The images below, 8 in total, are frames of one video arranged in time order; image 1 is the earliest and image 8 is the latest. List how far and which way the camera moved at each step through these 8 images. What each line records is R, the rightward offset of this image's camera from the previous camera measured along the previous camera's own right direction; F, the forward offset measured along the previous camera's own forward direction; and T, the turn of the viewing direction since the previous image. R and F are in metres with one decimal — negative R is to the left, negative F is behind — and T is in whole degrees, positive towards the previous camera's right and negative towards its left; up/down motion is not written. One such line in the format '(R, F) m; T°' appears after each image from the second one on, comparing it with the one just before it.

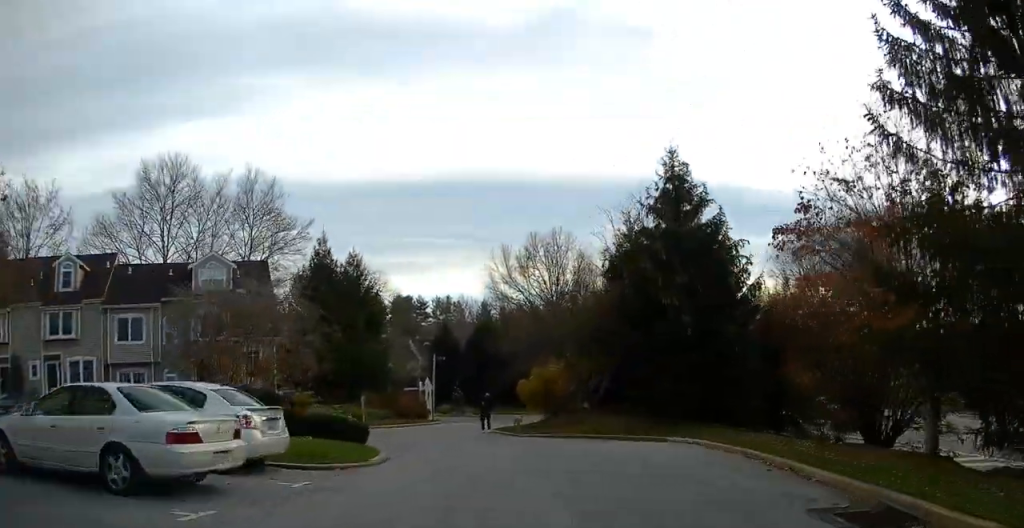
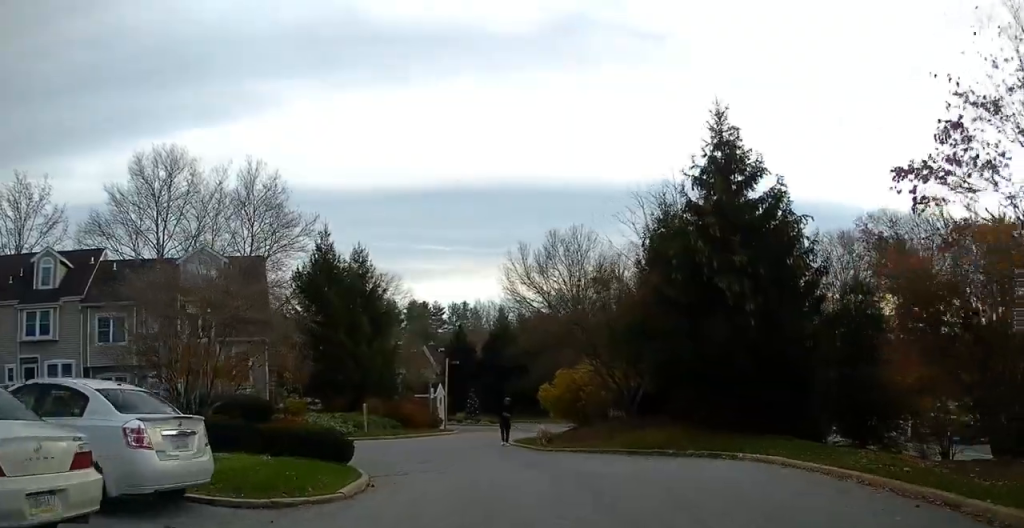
(-0.2, +4.0) m; -4°
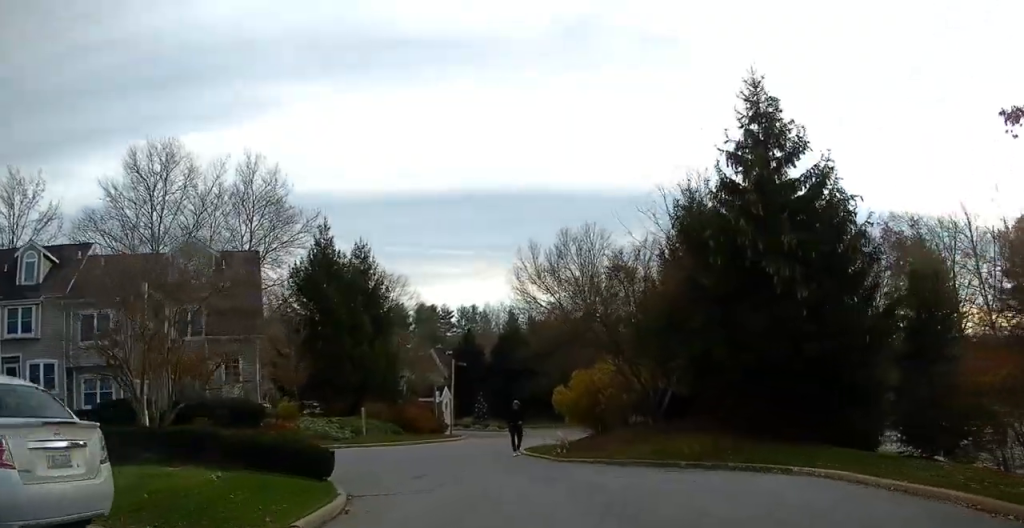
(0.0, +2.7) m; -3°
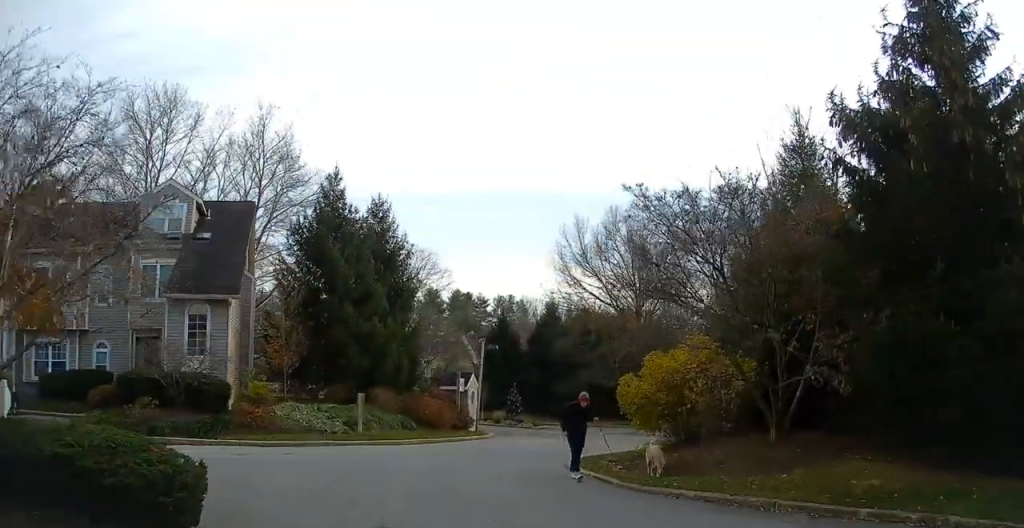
(-0.5, +7.5) m; -3°
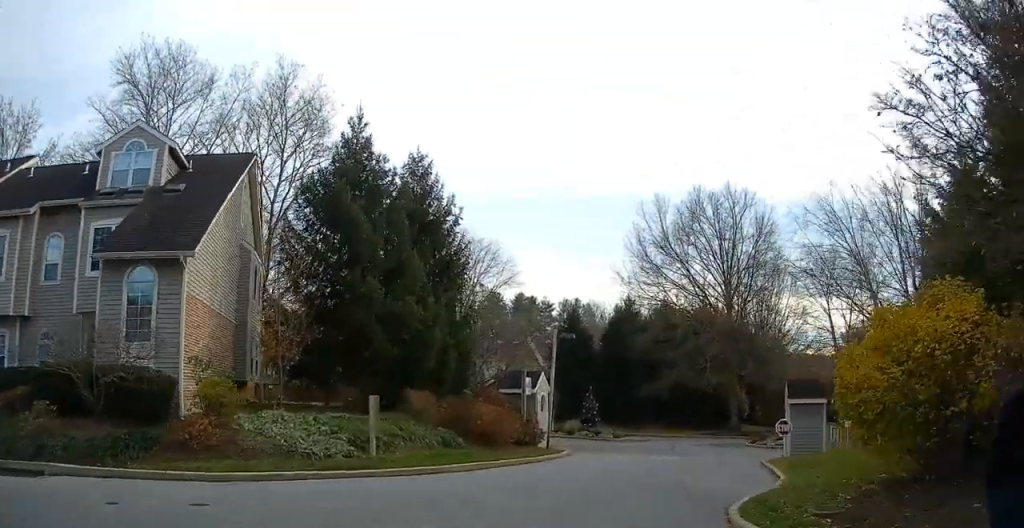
(-0.1, +8.4) m; 0°
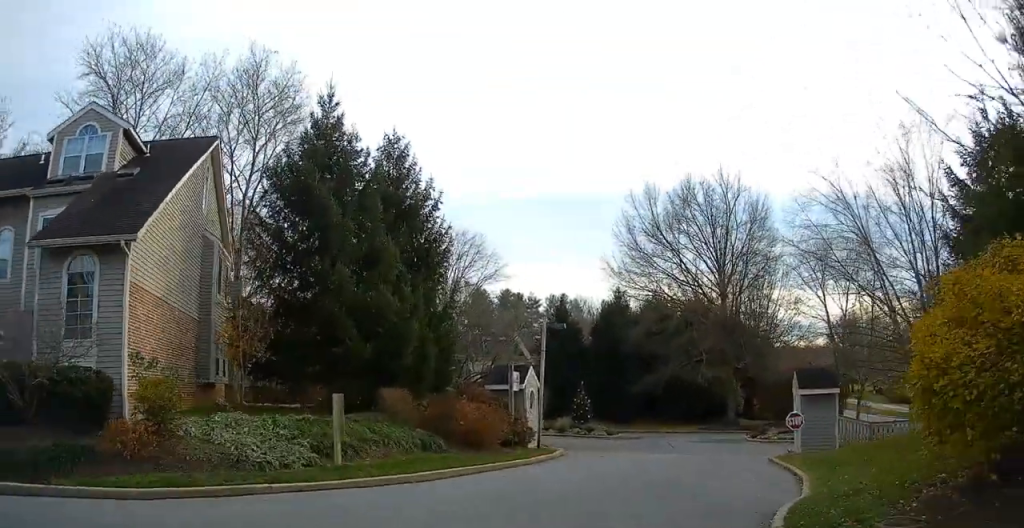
(+0.1, +2.0) m; +1°
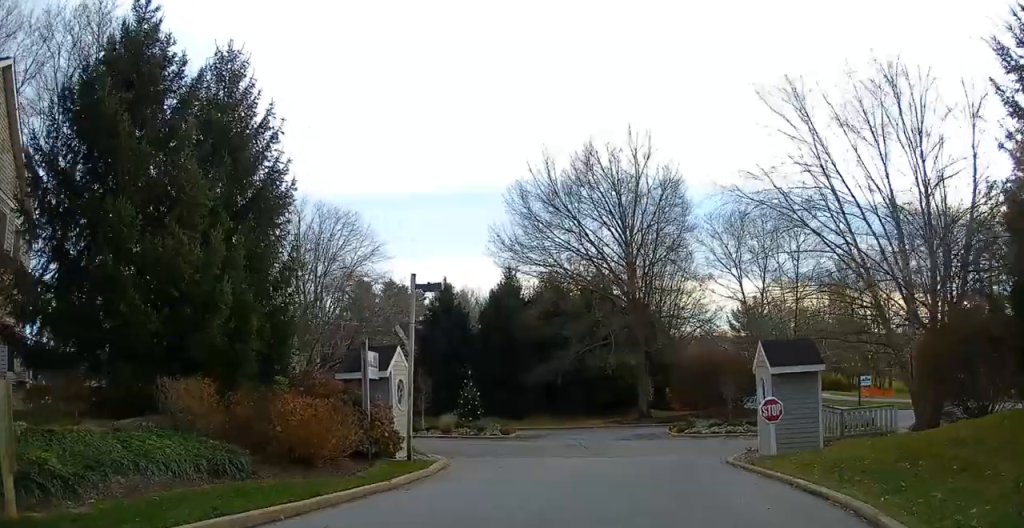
(+0.3, +6.8) m; +6°
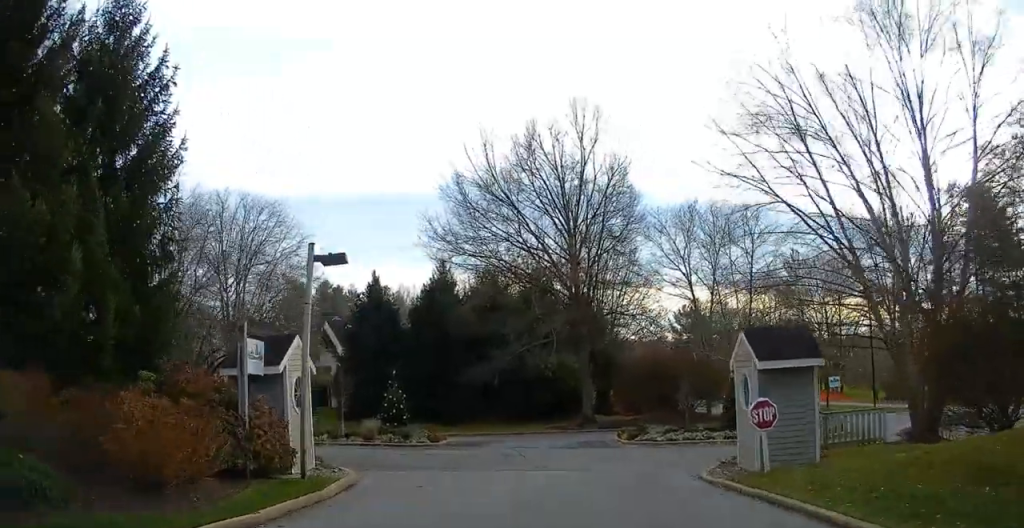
(+0.1, +3.5) m; +4°
